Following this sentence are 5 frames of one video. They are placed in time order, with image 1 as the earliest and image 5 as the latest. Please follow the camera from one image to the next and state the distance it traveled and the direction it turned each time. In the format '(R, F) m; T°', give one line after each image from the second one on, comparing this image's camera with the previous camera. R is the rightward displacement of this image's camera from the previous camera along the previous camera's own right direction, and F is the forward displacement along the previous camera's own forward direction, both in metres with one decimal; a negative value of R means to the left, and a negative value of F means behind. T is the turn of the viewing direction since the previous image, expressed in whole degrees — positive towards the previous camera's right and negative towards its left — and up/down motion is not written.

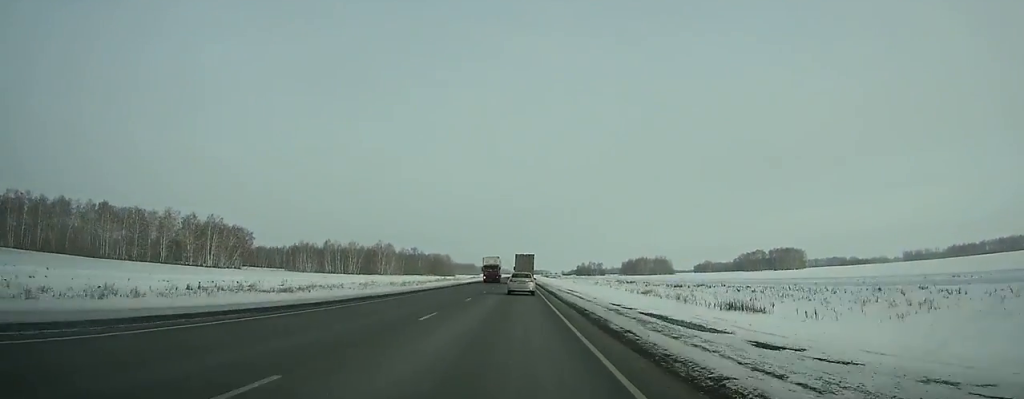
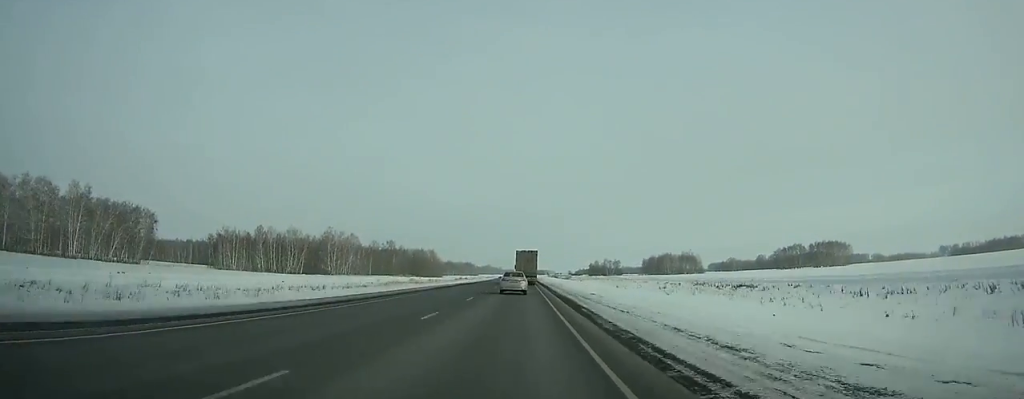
(-0.1, +84.9) m; 0°
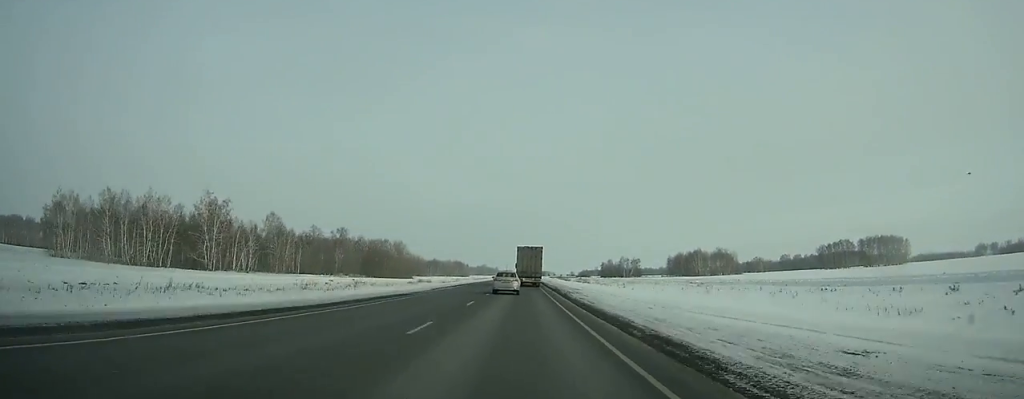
(0.0, +89.1) m; 0°
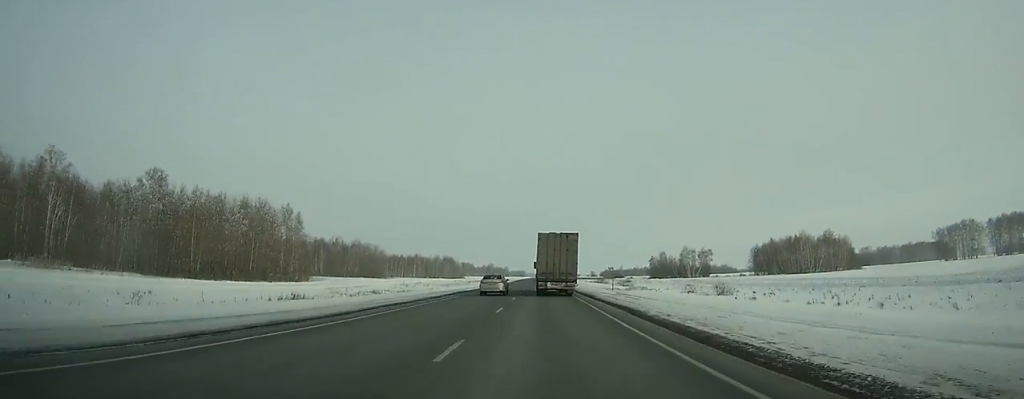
(-0.4, +139.2) m; -1°
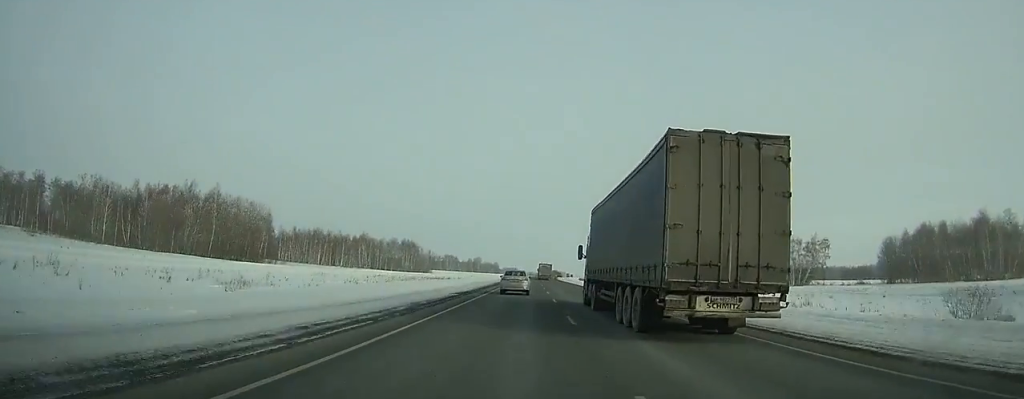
(+0.1, +111.7) m; +1°
